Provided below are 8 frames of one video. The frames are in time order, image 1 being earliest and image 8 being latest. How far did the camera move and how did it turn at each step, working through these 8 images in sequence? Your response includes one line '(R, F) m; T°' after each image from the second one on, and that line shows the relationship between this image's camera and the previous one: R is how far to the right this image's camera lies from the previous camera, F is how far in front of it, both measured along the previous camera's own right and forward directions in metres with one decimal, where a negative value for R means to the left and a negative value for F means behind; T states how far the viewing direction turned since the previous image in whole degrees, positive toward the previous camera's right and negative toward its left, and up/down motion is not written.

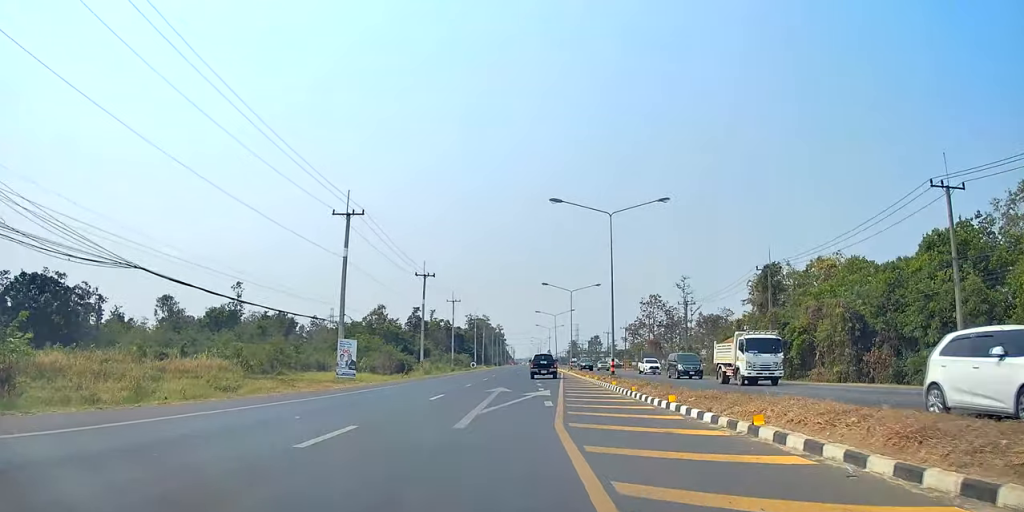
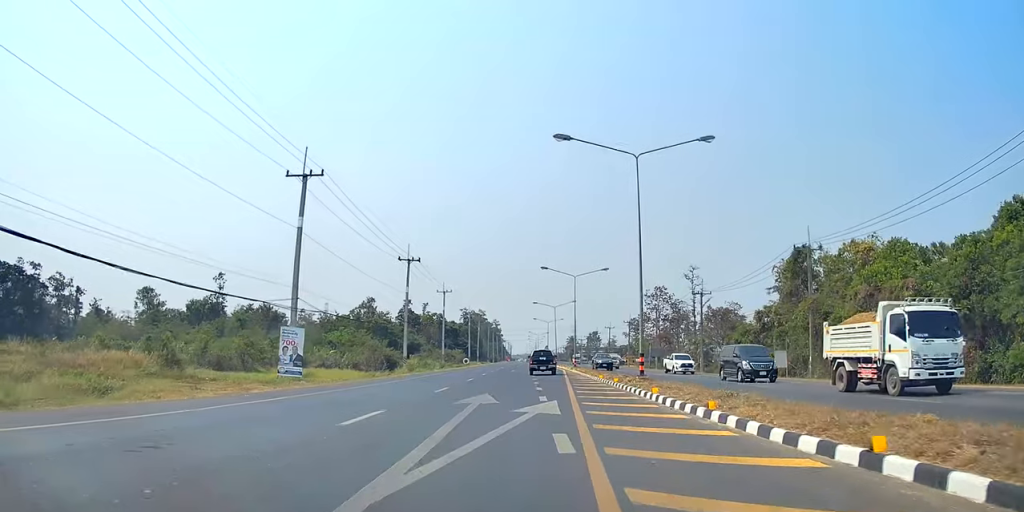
(+0.1, +10.0) m; +1°
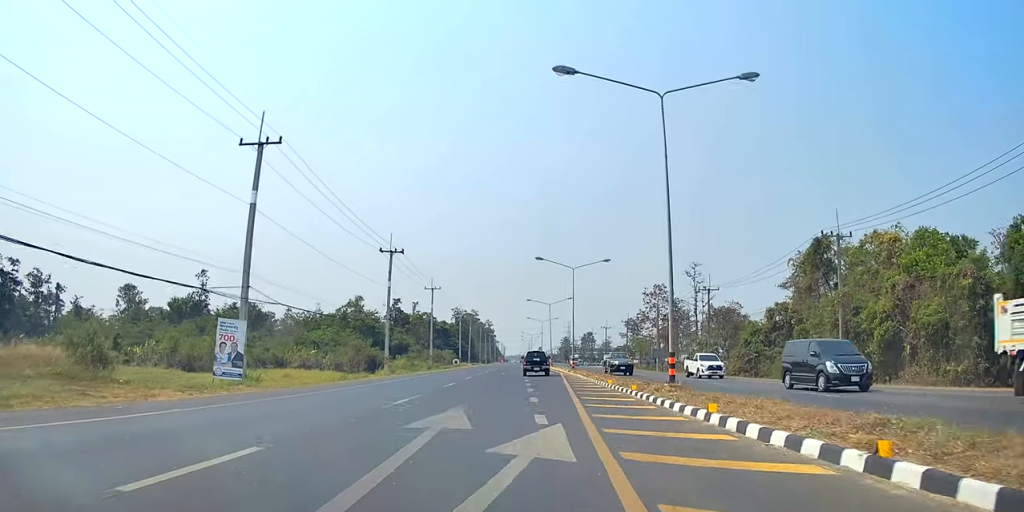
(-0.1, +7.1) m; 0°
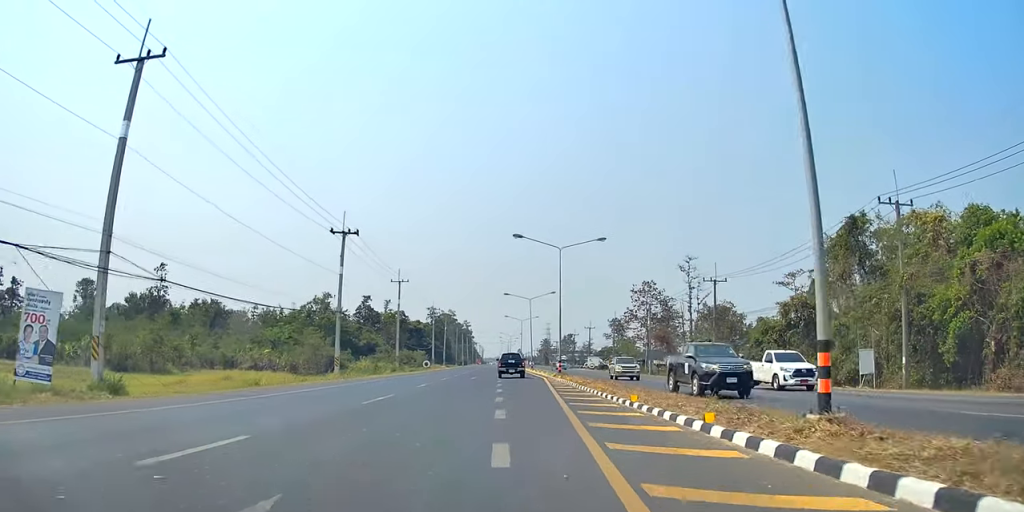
(+0.2, +11.4) m; -1°
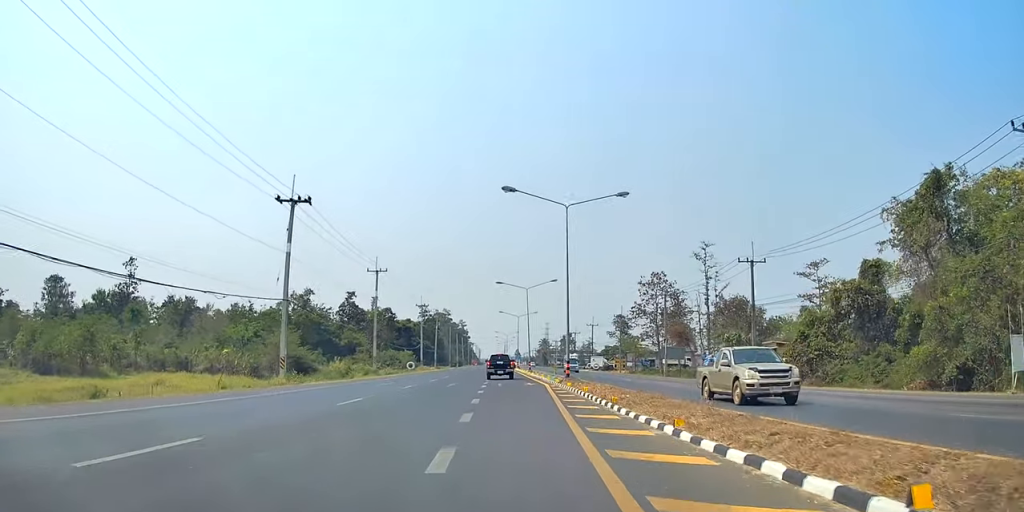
(-0.3, +13.3) m; +1°
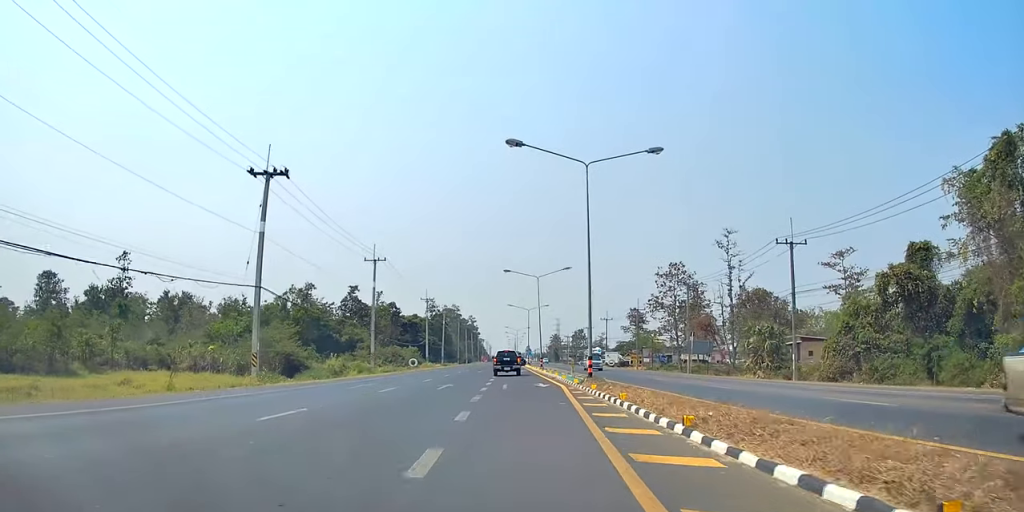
(-0.3, +7.4) m; +1°
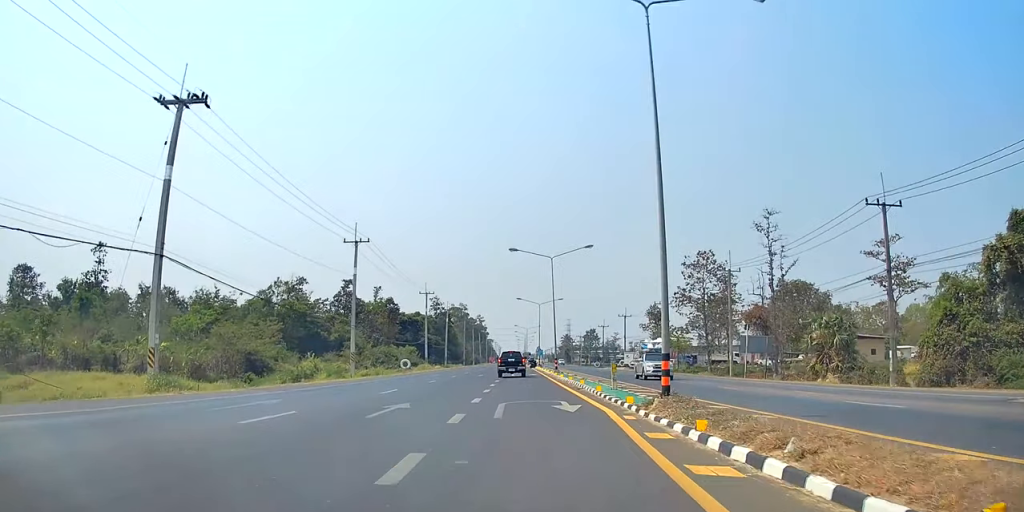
(+1.1, +14.3) m; +1°
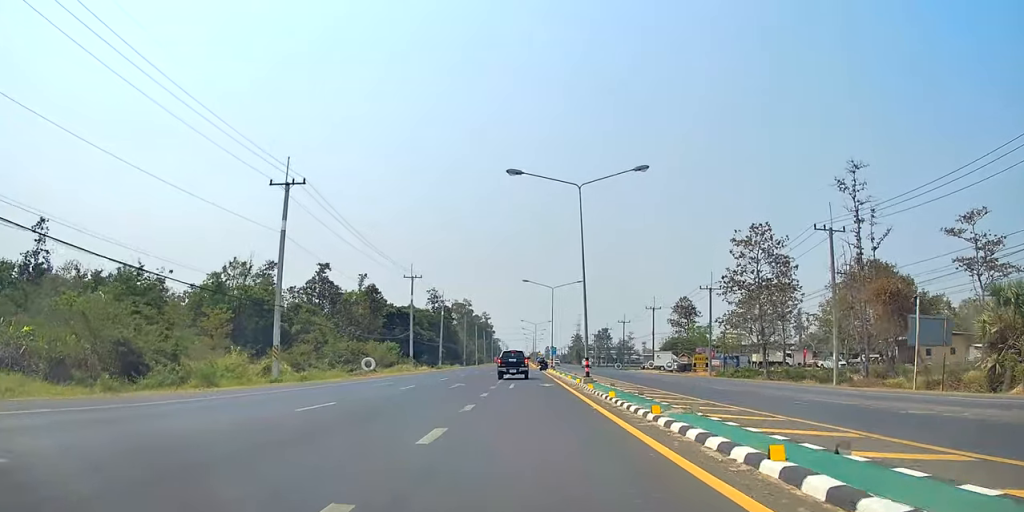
(-1.2, +23.2) m; -3°
